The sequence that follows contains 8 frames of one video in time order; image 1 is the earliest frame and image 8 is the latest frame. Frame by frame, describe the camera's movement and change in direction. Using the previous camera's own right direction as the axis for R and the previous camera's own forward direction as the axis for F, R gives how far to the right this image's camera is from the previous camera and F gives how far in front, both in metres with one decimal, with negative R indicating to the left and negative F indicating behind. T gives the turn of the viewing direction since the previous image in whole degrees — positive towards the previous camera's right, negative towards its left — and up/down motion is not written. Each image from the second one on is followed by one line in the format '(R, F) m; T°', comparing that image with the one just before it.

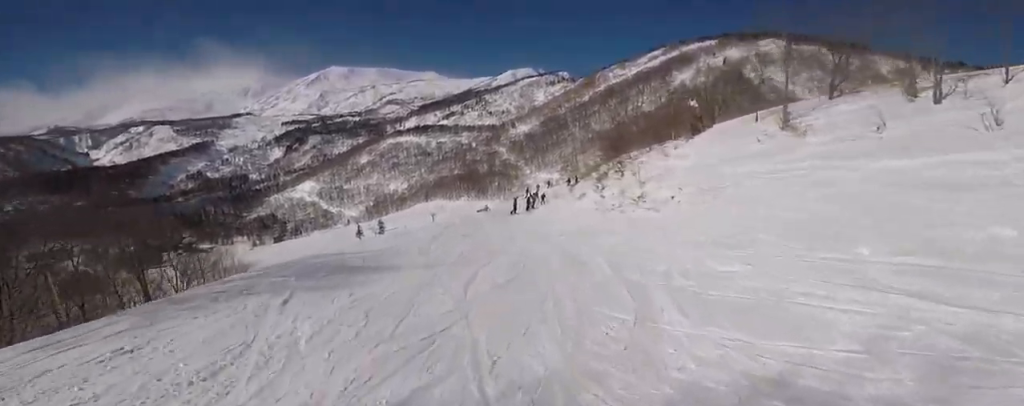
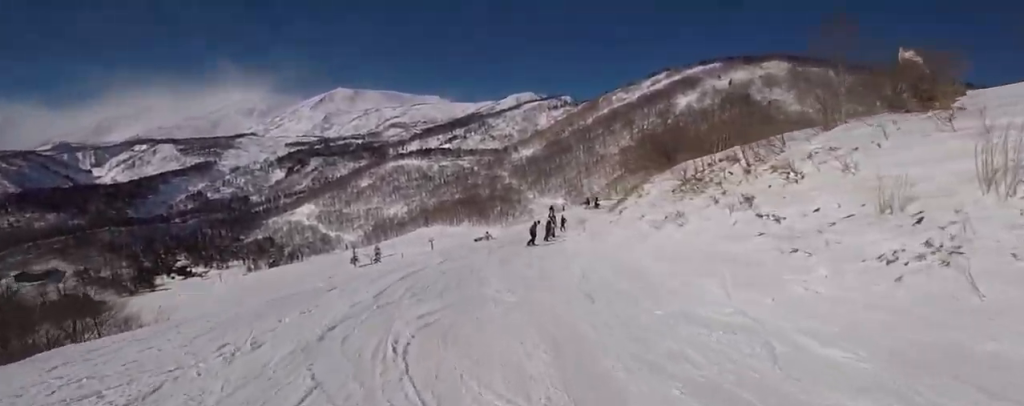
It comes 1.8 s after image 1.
(-1.6, +11.7) m; -8°
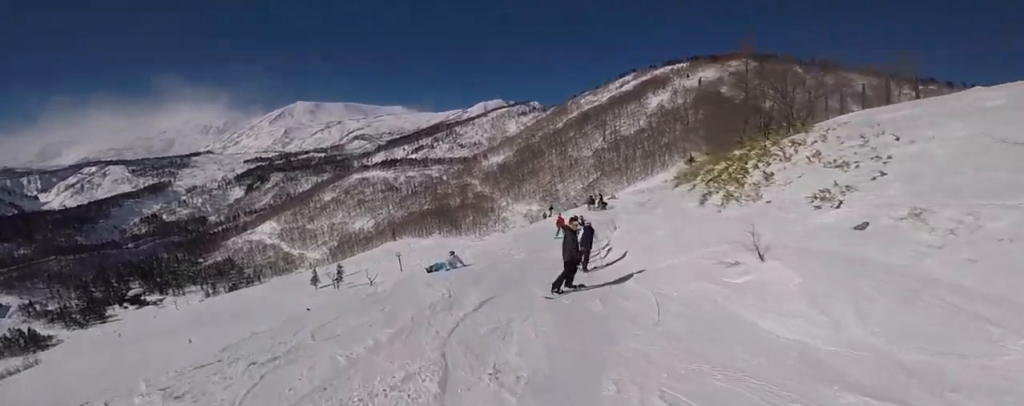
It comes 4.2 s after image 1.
(+2.4, +14.0) m; +14°
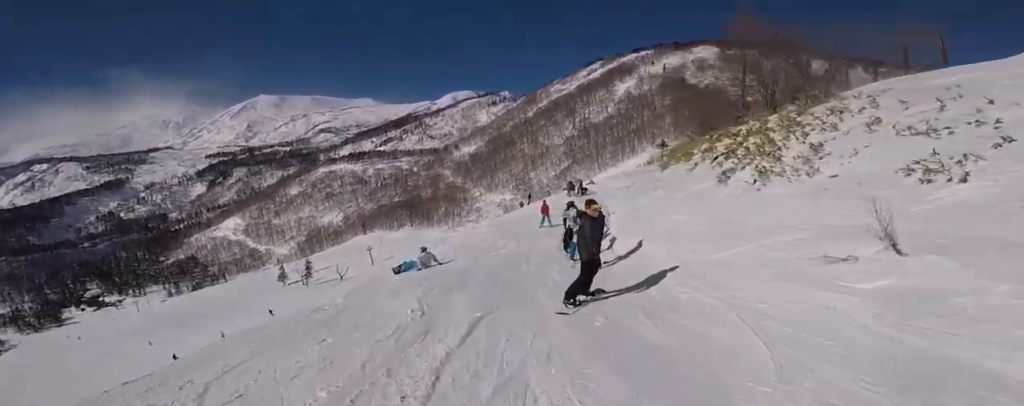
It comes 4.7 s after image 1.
(+0.1, +2.4) m; +2°
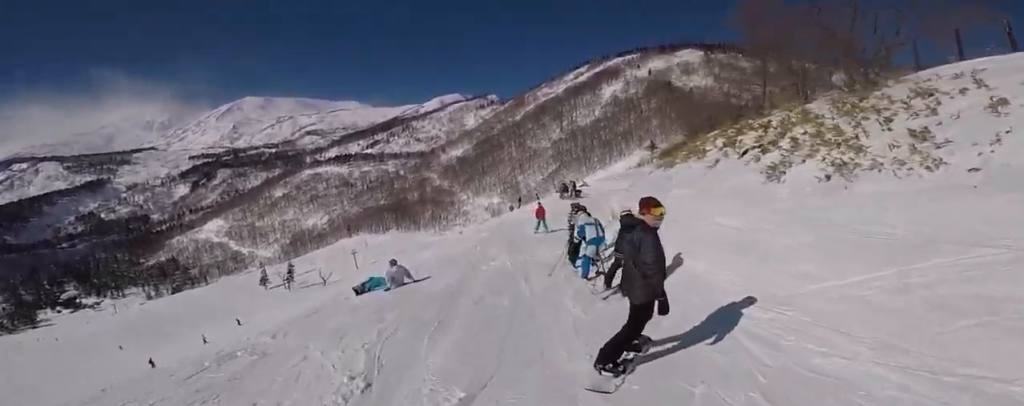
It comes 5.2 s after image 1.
(0.0, +2.4) m; +1°
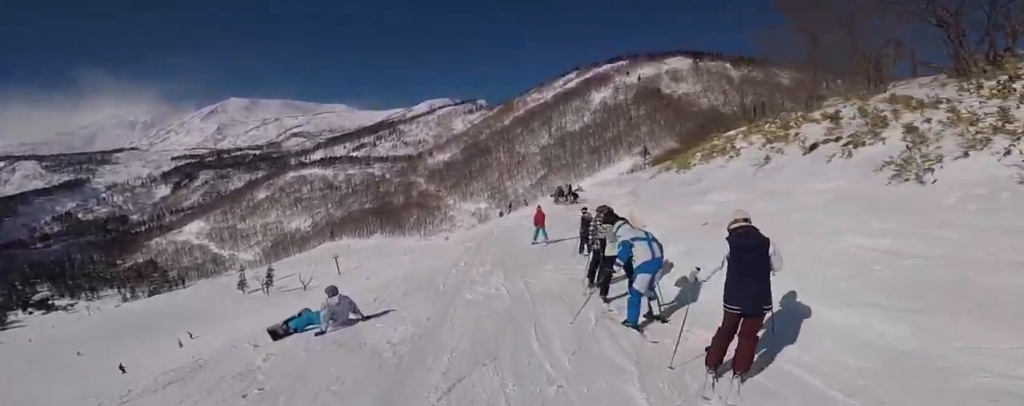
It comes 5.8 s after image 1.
(0.0, +3.0) m; 0°
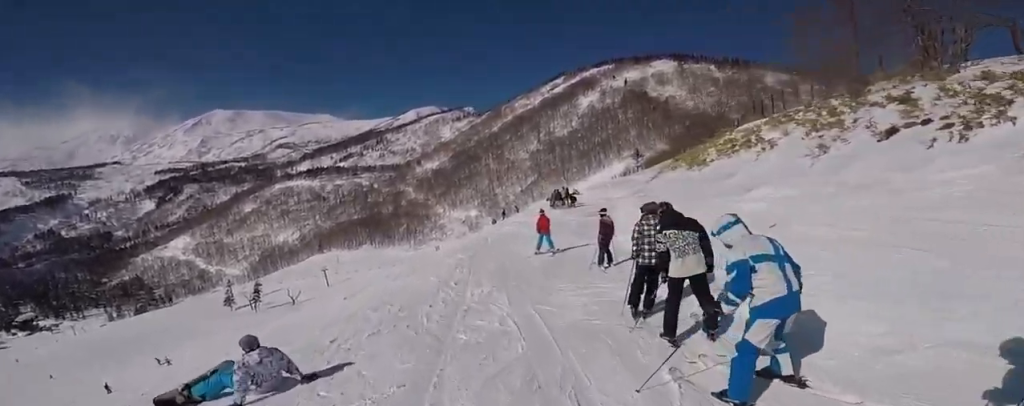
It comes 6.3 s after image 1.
(0.0, +1.9) m; +5°
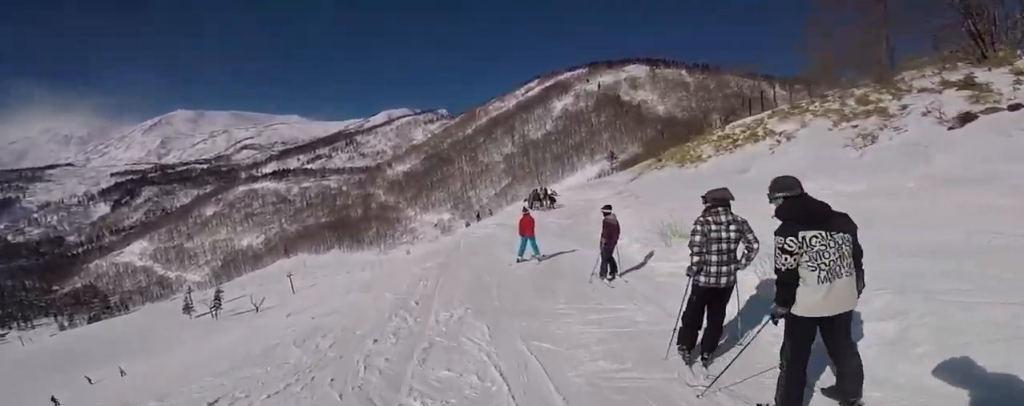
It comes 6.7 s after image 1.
(-0.1, +1.7) m; +5°
